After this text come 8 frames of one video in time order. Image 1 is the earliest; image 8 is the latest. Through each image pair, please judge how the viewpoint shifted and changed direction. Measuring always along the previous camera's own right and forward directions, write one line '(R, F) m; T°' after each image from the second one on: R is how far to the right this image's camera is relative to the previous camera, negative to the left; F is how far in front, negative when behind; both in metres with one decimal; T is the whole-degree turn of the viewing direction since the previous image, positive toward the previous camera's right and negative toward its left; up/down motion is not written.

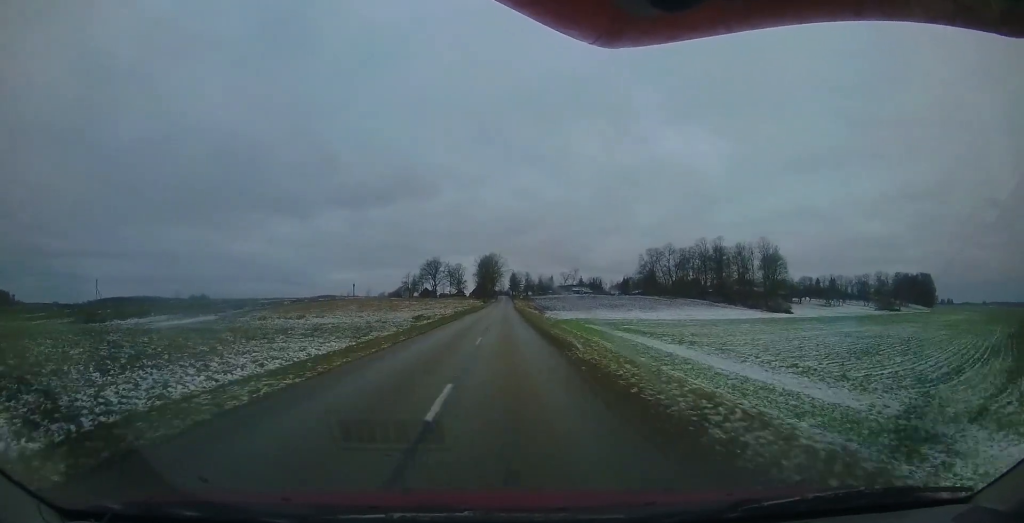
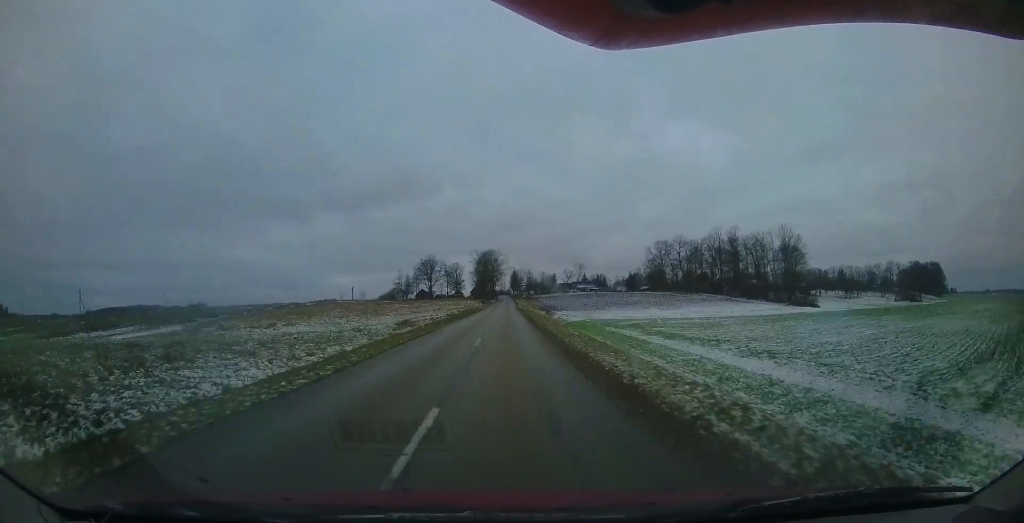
(+0.3, +9.7) m; 0°
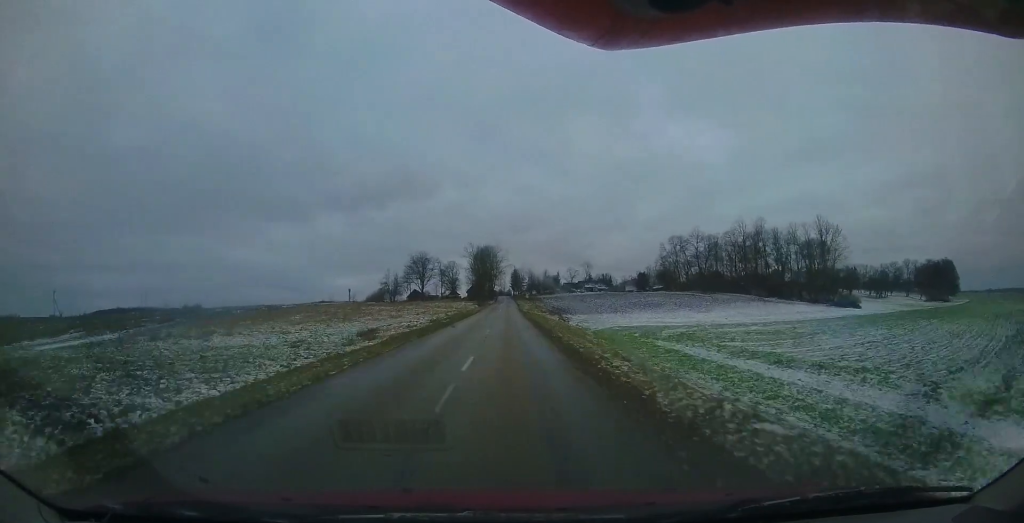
(-0.3, +14.0) m; -1°
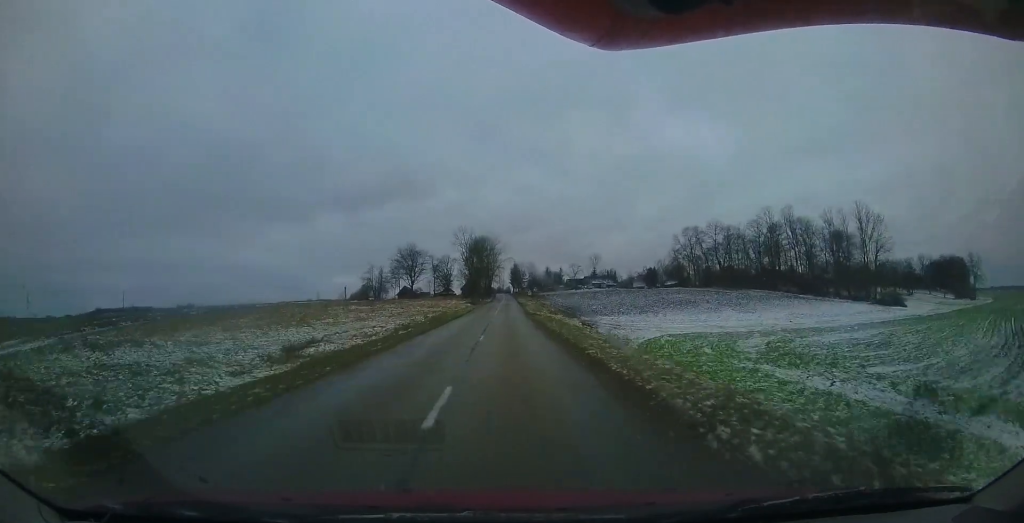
(-0.1, +13.2) m; -1°
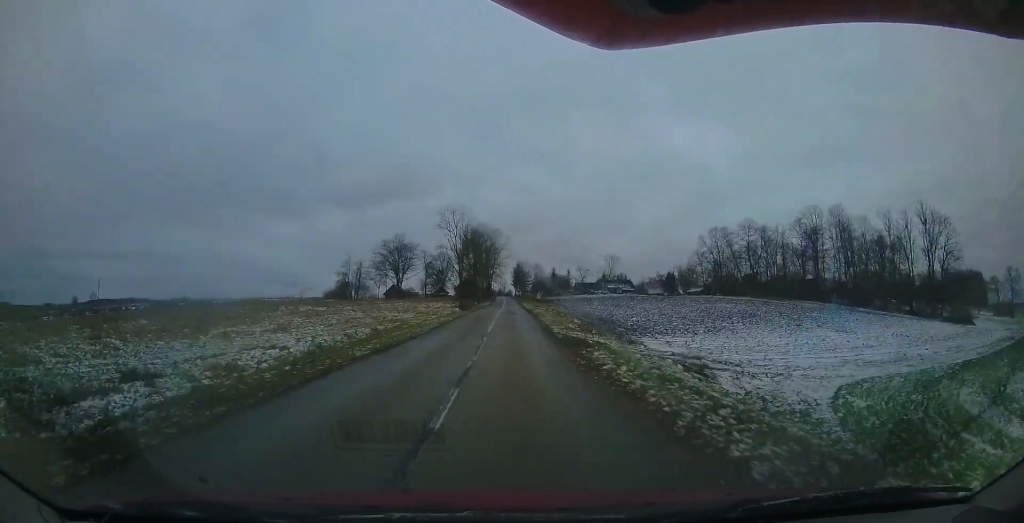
(0.0, +16.6) m; 0°
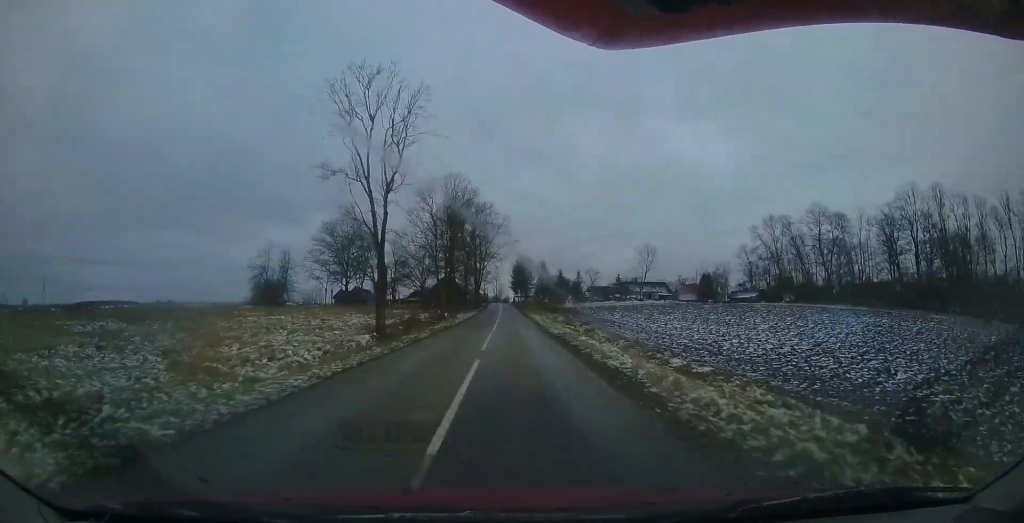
(+0.1, +29.3) m; 0°
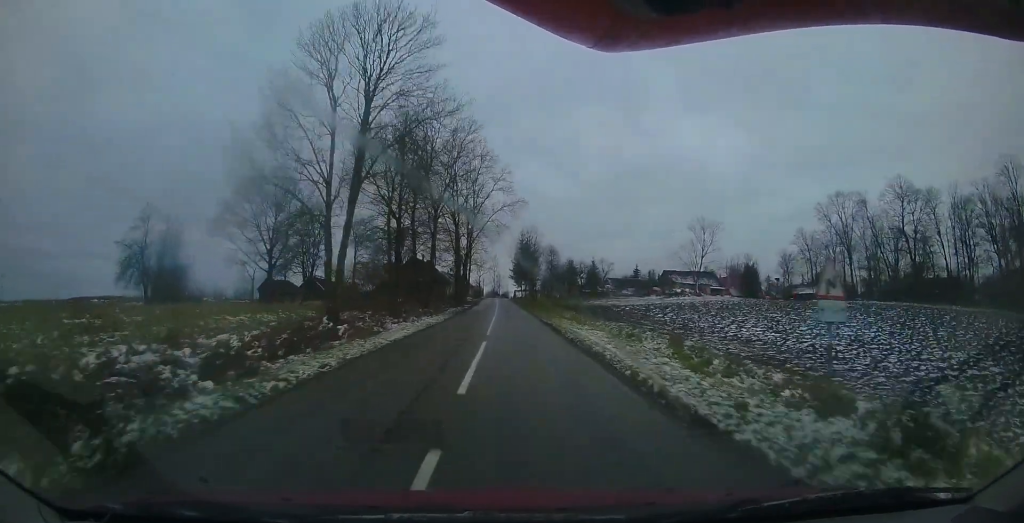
(0.0, +23.1) m; -1°
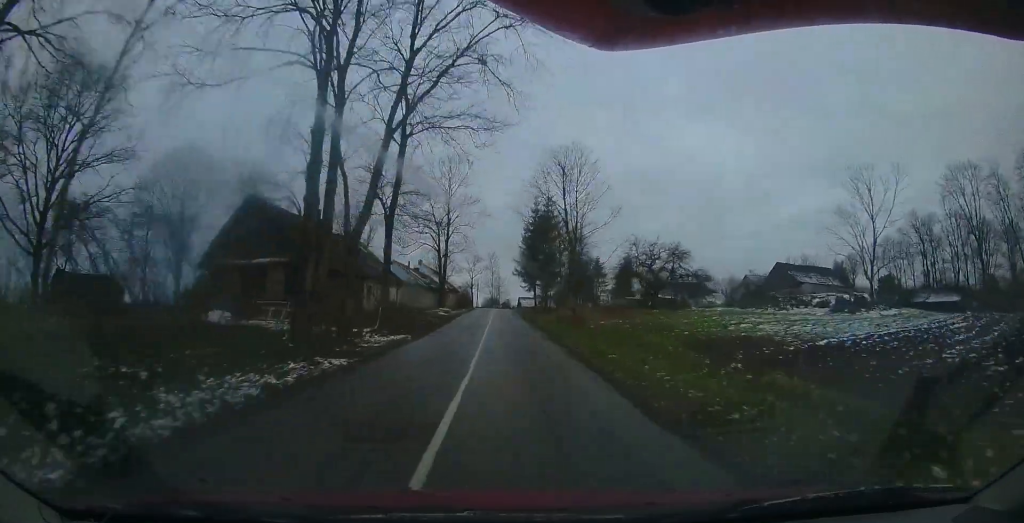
(-0.1, +30.1) m; 0°
